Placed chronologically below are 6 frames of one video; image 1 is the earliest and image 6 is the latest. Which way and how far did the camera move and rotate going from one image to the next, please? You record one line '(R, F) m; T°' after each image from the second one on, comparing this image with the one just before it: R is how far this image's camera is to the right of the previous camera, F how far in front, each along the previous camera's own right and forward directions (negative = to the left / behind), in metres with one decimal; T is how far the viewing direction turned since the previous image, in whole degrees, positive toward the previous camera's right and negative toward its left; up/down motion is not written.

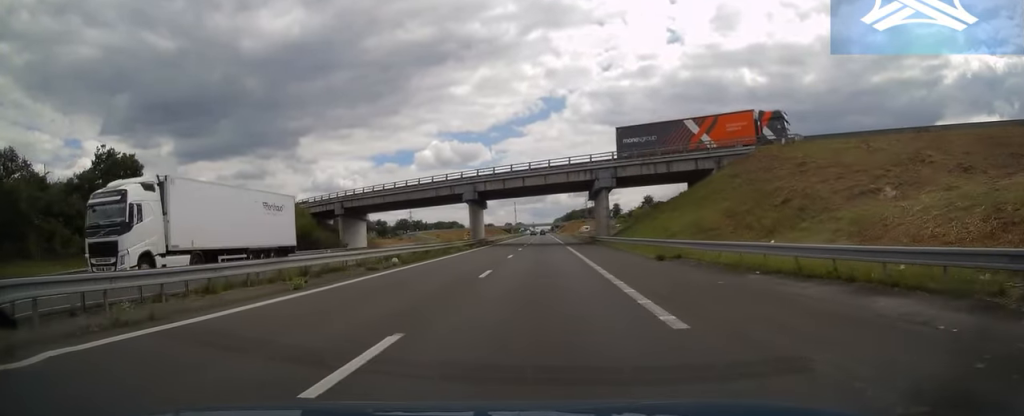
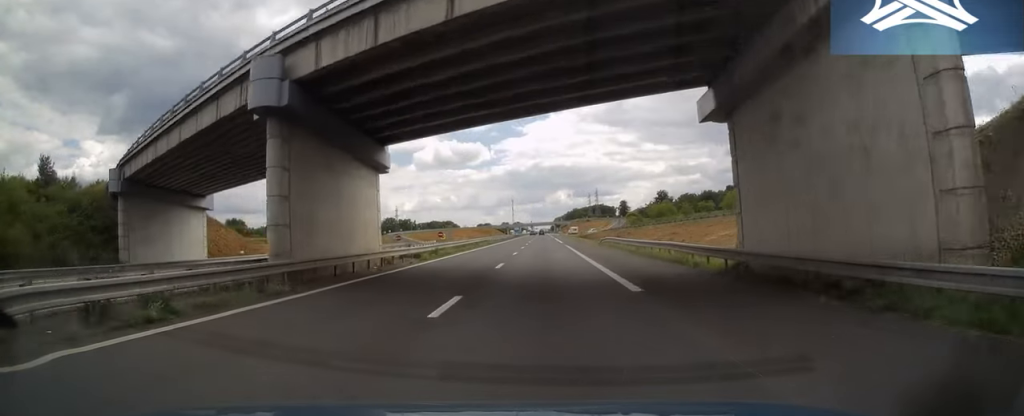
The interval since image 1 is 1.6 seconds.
(-0.1, +47.6) m; 0°
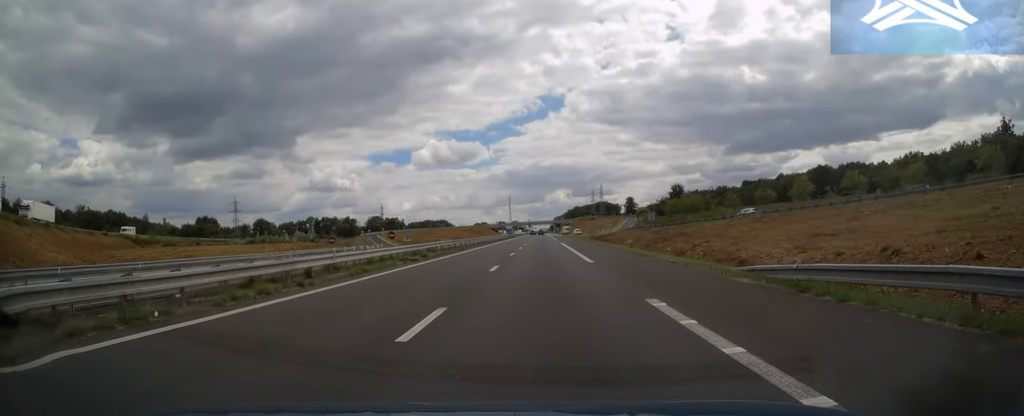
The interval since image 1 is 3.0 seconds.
(0.0, +40.9) m; 0°
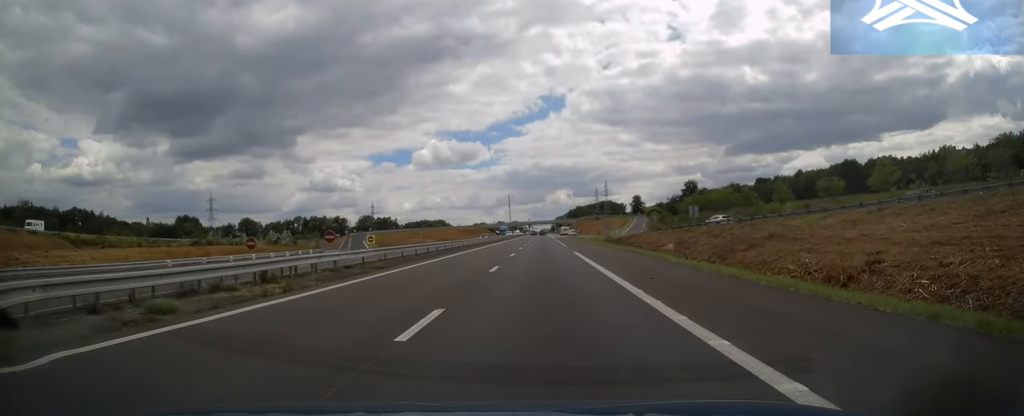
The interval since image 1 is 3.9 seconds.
(0.0, +25.9) m; 0°
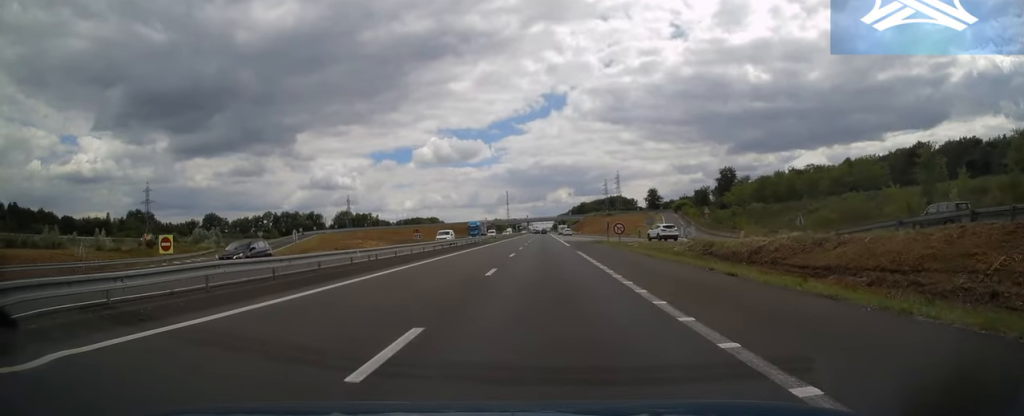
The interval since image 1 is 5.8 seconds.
(+0.1, +54.3) m; 0°
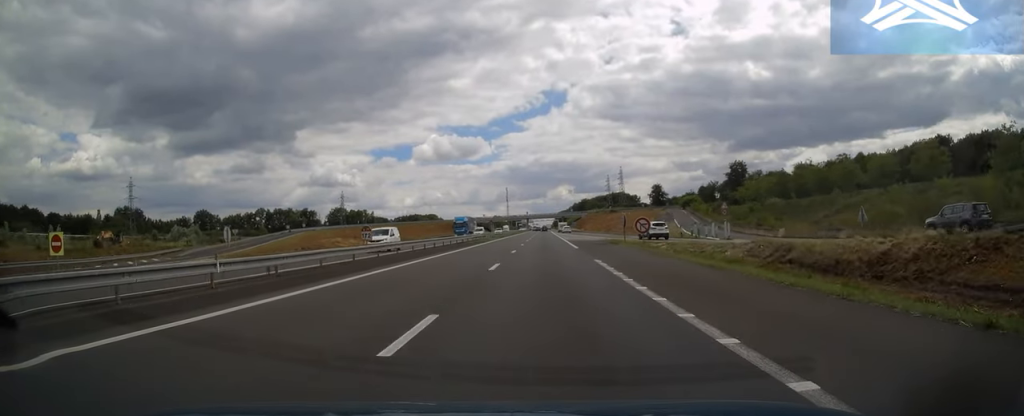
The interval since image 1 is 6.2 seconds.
(0.0, +12.1) m; 0°
